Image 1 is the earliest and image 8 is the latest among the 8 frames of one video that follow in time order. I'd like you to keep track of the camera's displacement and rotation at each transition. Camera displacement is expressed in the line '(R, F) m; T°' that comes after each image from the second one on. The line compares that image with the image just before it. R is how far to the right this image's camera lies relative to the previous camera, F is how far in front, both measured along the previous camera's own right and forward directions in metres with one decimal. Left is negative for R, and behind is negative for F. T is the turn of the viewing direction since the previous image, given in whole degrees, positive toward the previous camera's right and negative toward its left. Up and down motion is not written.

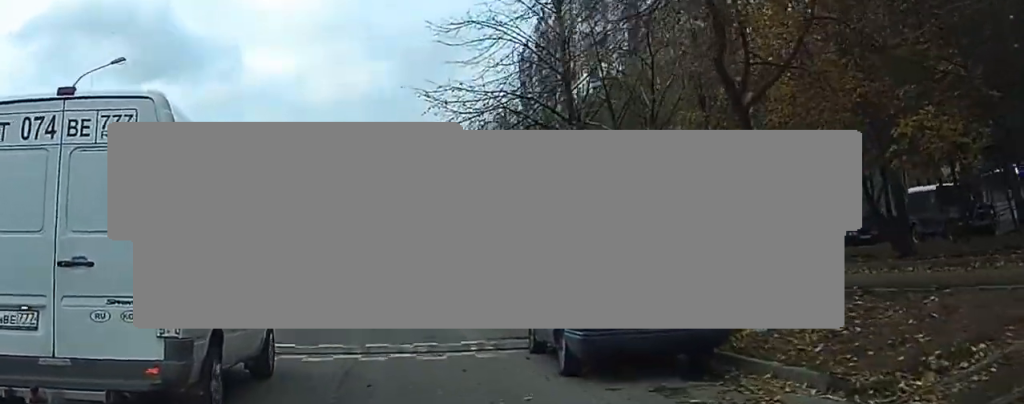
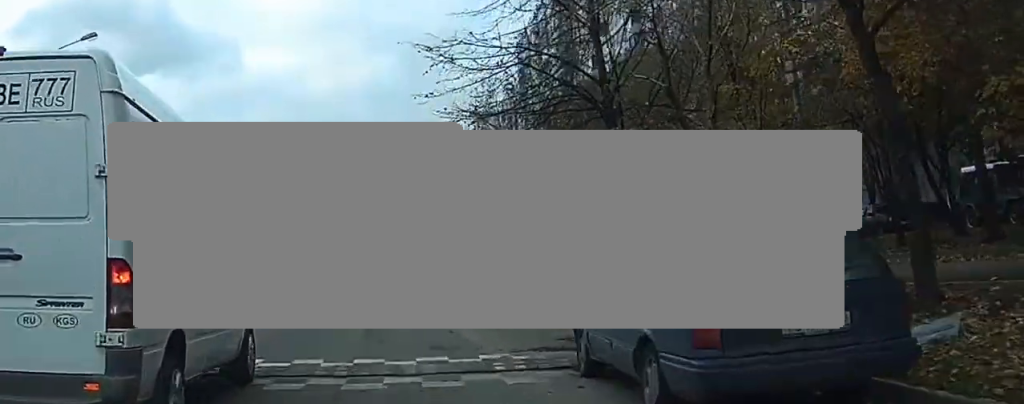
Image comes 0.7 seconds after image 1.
(-0.6, +4.2) m; -12°
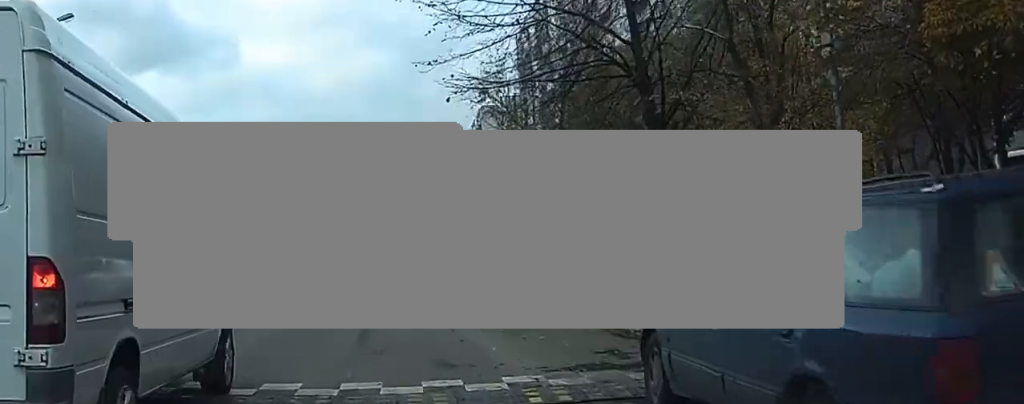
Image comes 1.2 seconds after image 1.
(-0.5, +2.9) m; -8°
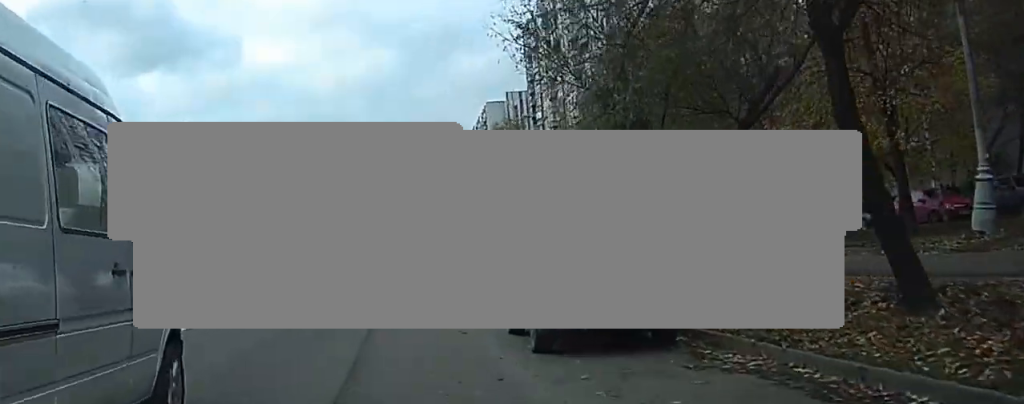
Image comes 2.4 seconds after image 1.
(+0.5, +5.8) m; +35°
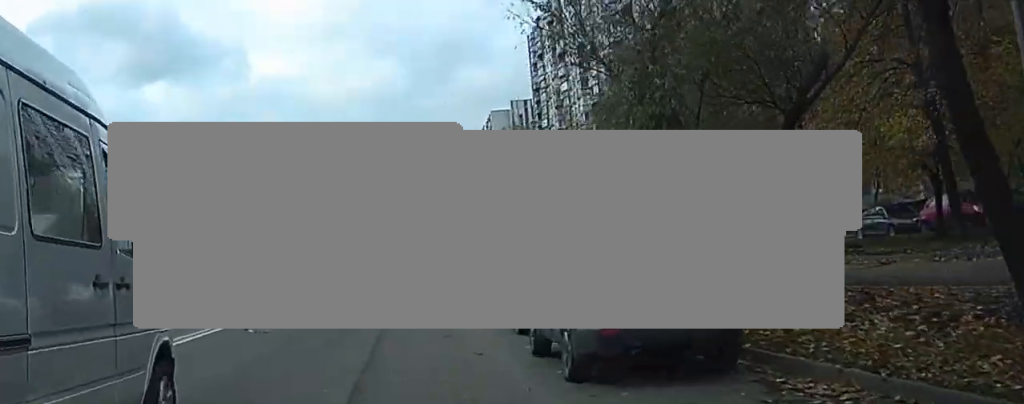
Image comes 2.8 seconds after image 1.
(+1.1, +1.5) m; +4°
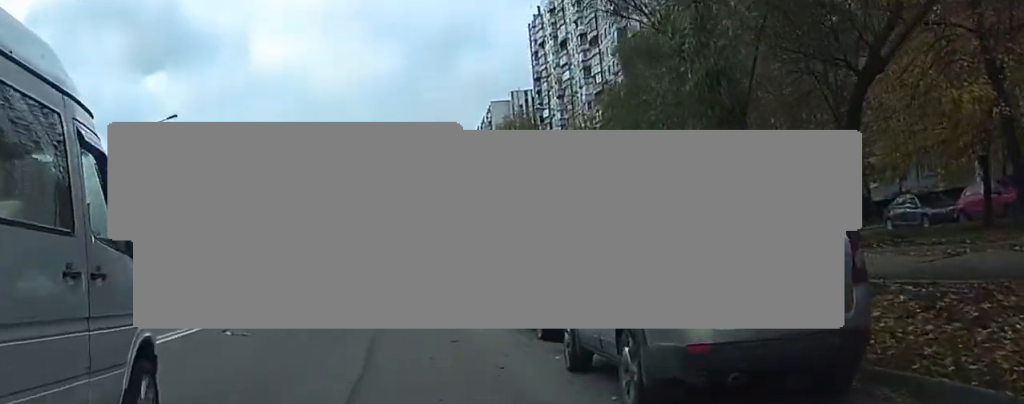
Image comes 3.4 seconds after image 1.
(+1.0, +2.2) m; +3°
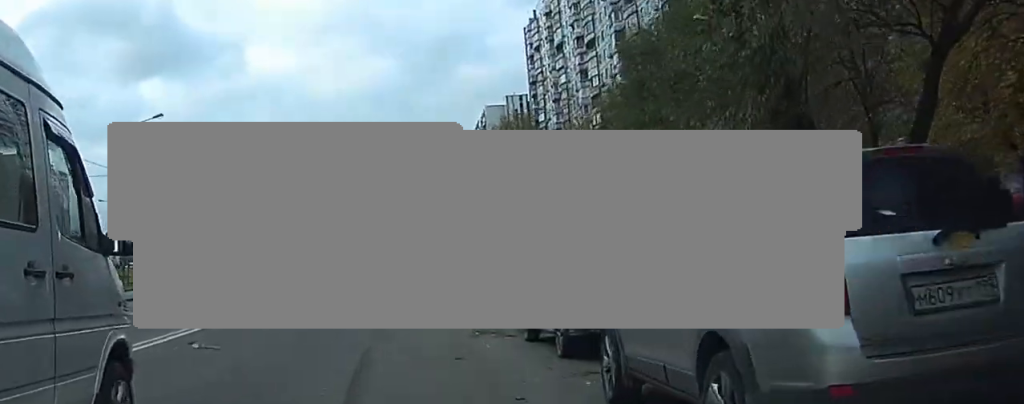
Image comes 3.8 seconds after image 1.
(-0.9, +2.0) m; -10°
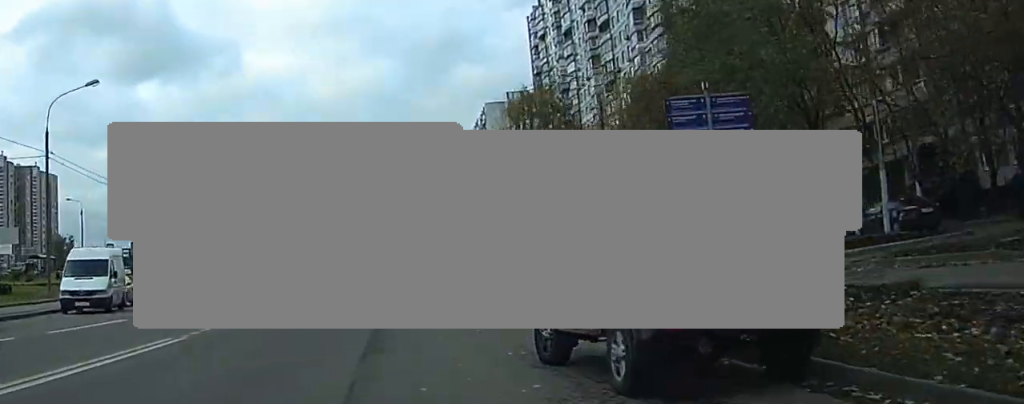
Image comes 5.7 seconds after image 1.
(-1.4, +10.6) m; -5°
